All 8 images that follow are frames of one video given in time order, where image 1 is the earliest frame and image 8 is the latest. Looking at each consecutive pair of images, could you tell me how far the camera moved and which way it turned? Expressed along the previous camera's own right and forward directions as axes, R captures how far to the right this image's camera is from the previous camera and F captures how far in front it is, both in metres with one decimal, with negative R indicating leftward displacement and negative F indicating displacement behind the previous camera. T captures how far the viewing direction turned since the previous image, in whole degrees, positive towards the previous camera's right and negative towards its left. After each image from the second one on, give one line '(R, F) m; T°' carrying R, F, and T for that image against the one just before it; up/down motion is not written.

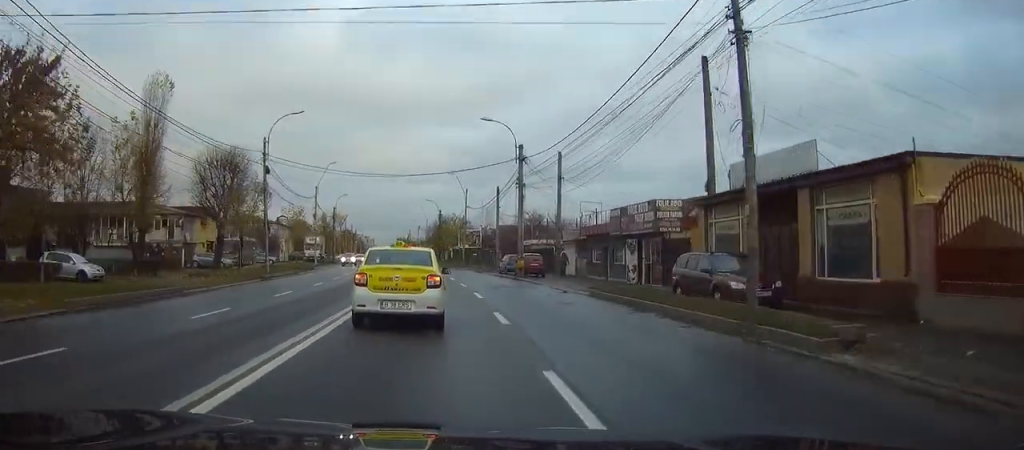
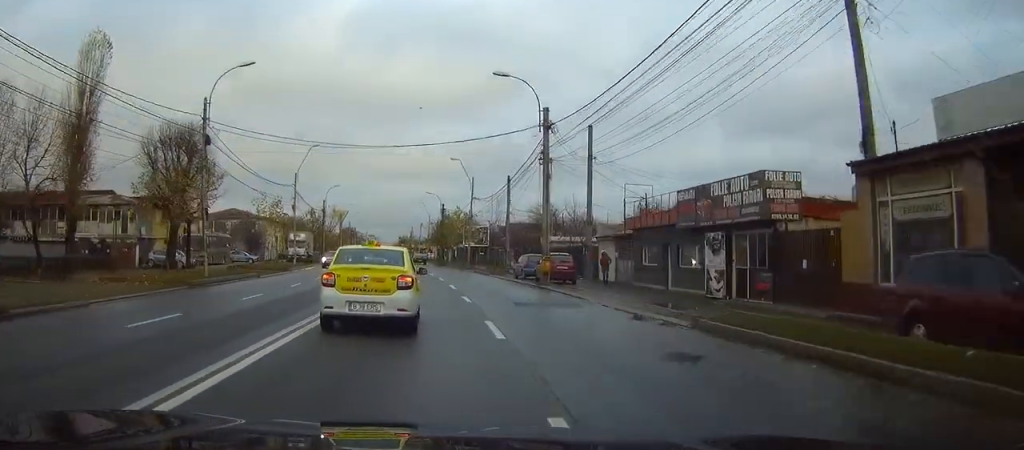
(0.0, +11.5) m; -1°
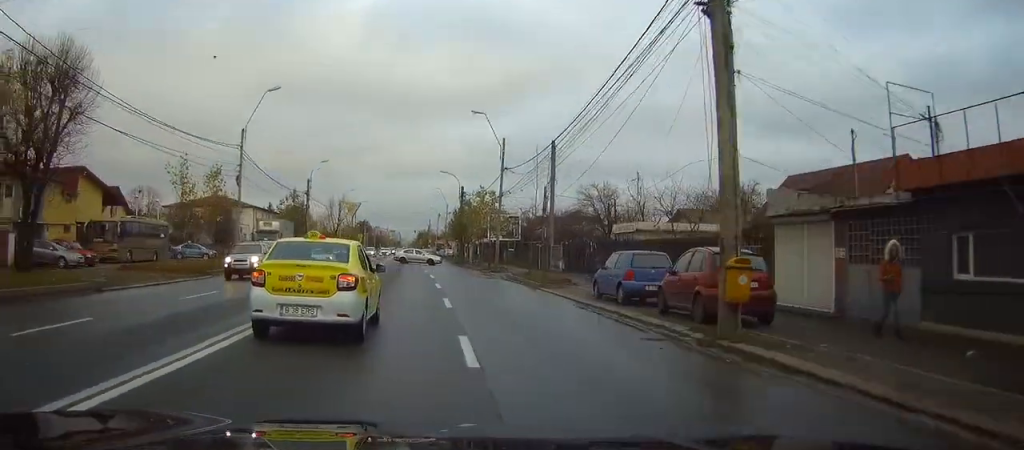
(-0.3, +21.2) m; -1°
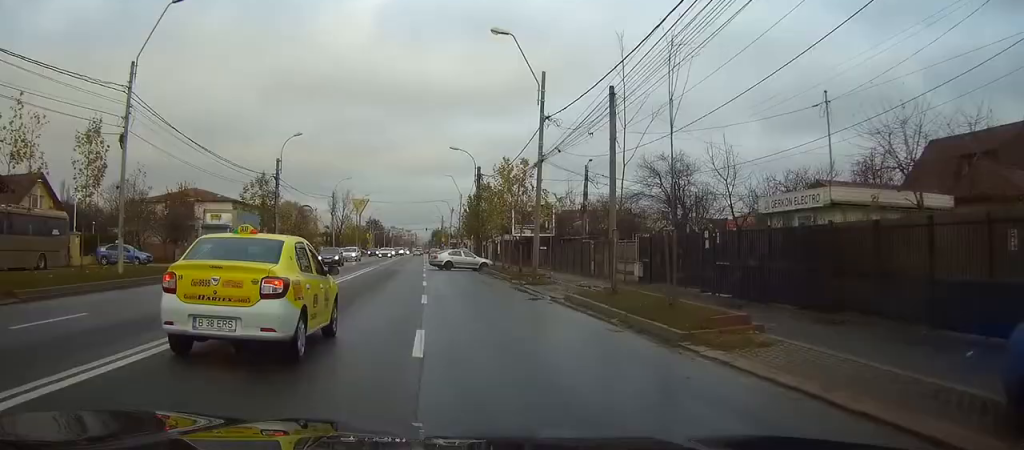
(0.0, +17.4) m; -1°
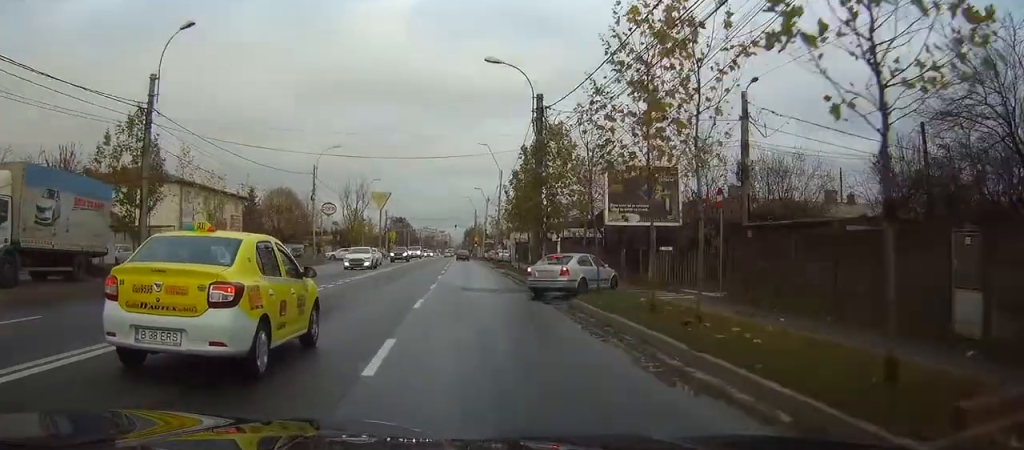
(-0.8, +29.6) m; -3°
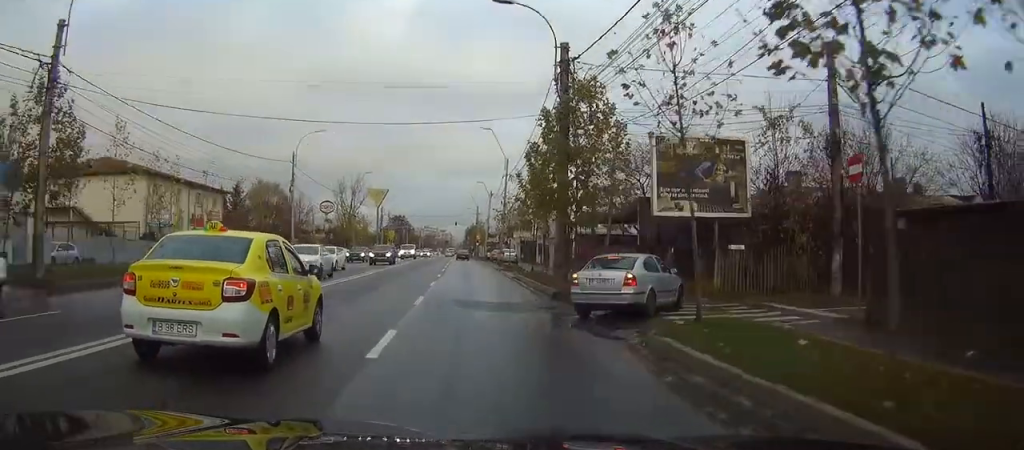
(0.0, +8.3) m; -1°
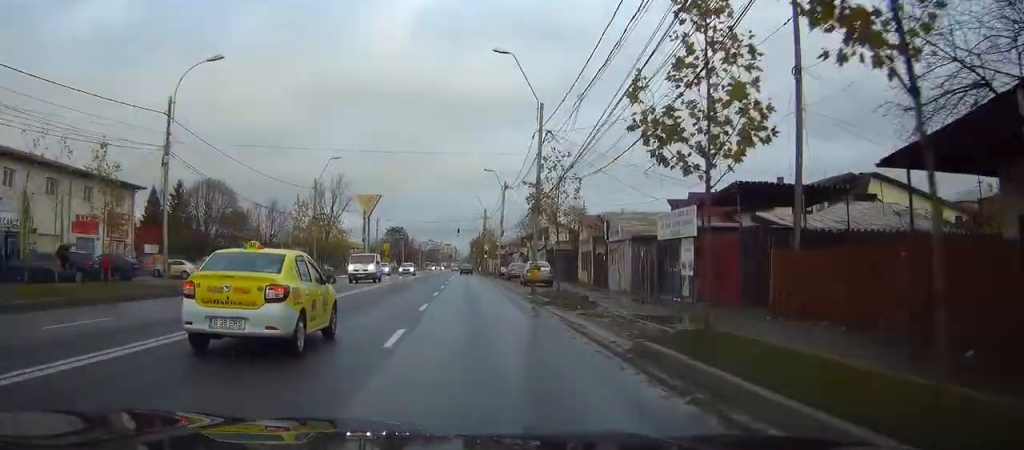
(-0.2, +24.0) m; -1°
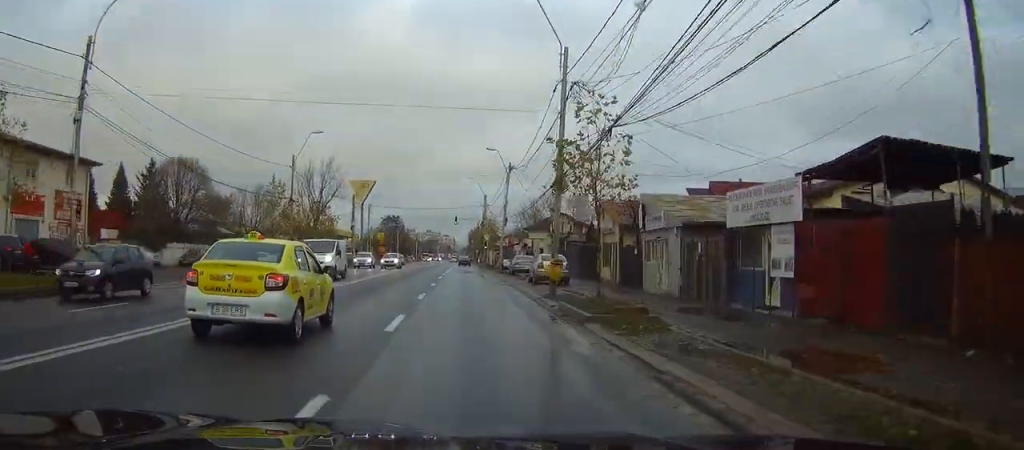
(0.0, +7.7) m; 0°
